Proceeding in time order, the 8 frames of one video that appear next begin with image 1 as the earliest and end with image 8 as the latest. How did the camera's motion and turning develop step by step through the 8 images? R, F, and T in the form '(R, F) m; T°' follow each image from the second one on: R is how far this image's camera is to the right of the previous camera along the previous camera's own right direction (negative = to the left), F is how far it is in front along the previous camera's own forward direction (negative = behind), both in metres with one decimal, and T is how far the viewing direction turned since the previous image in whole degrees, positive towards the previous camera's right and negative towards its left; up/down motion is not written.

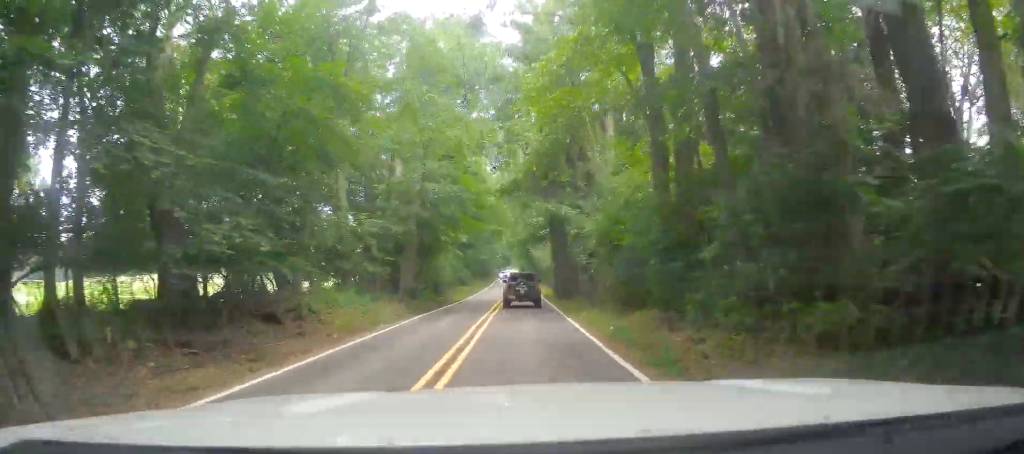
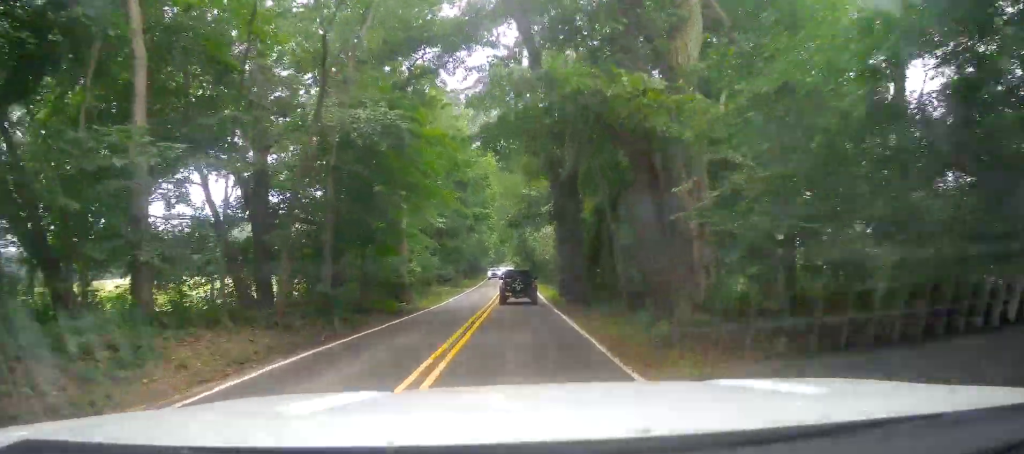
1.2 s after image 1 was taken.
(-0.8, +14.8) m; 0°
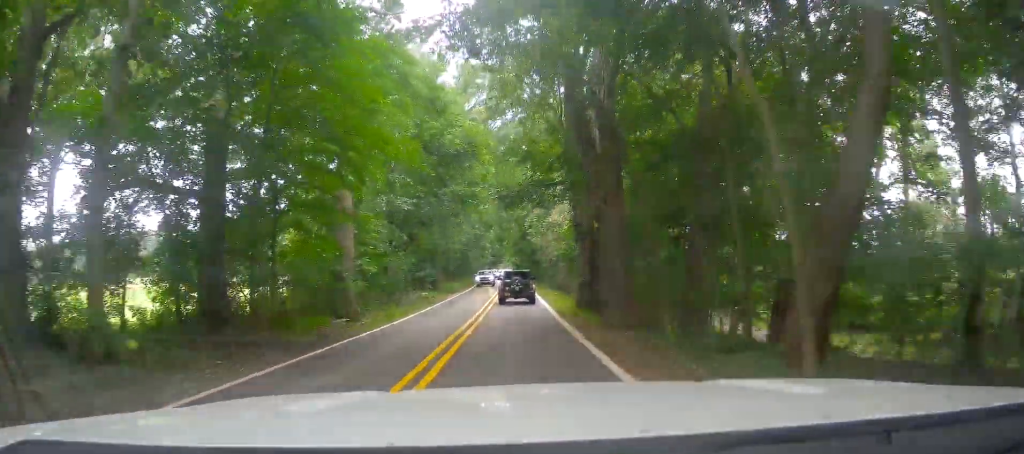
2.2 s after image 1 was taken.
(+0.9, +11.8) m; +3°
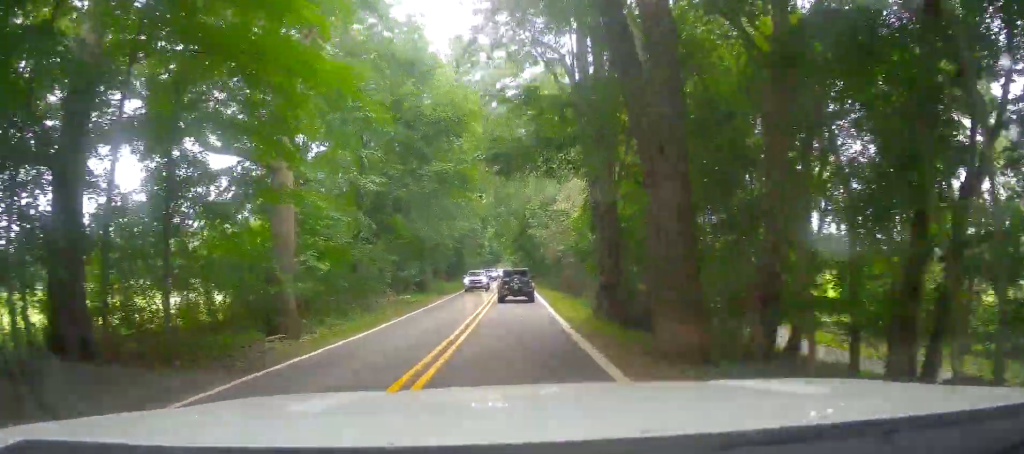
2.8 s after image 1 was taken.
(-0.1, +6.7) m; 0°
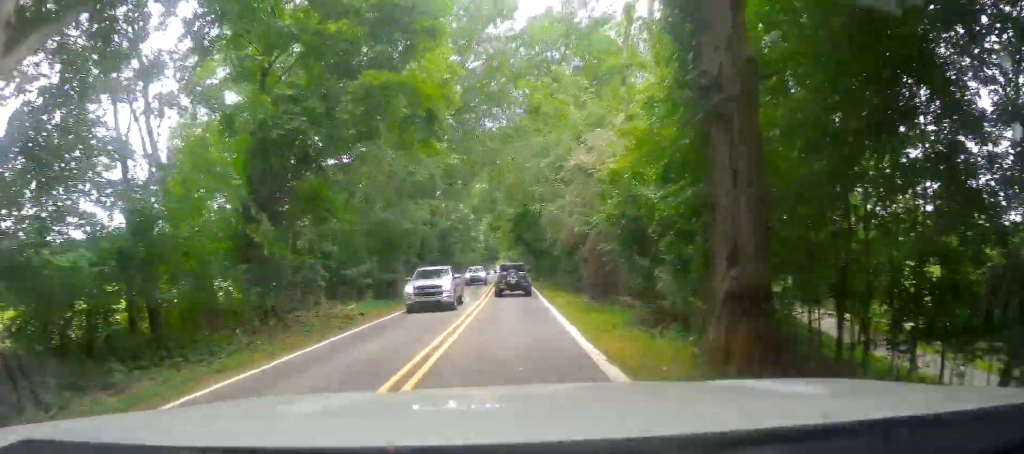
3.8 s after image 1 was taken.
(-0.1, +12.3) m; +1°
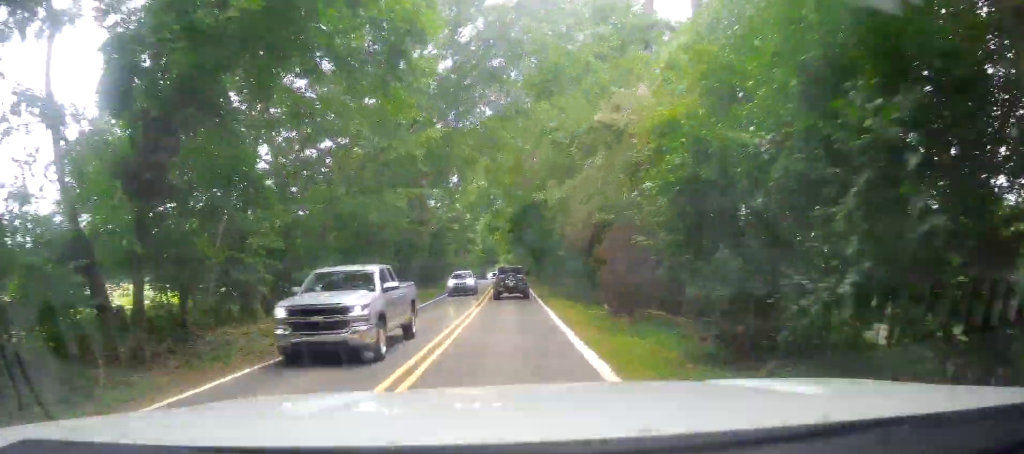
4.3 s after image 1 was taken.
(+0.1, +6.0) m; +1°
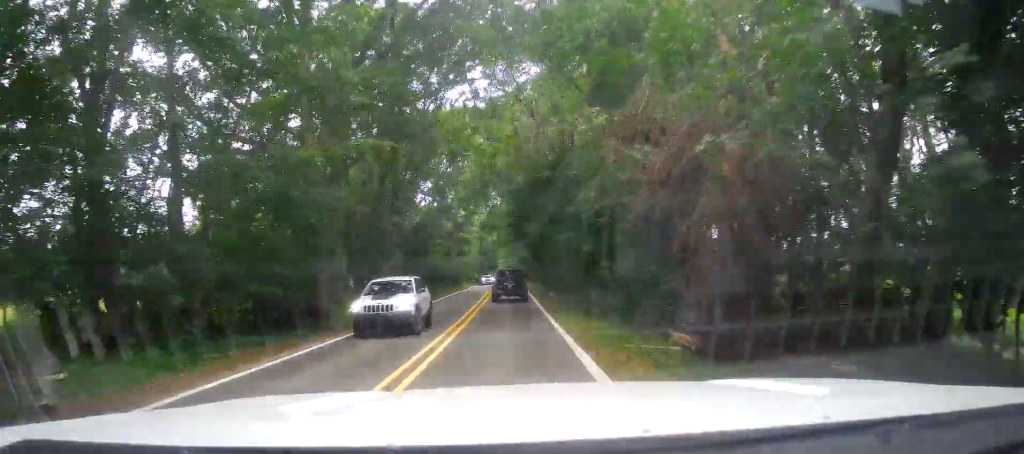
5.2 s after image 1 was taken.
(0.0, +10.3) m; 0°
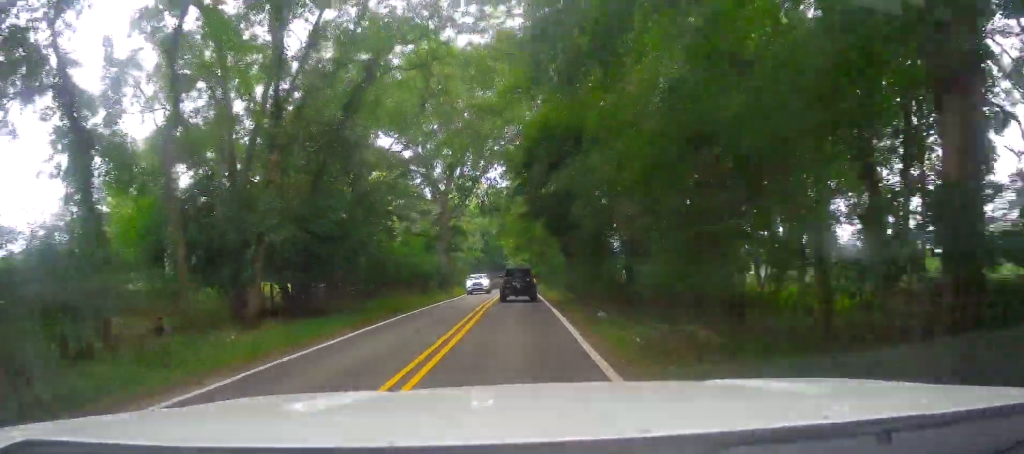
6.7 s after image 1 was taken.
(0.0, +18.2) m; -1°
